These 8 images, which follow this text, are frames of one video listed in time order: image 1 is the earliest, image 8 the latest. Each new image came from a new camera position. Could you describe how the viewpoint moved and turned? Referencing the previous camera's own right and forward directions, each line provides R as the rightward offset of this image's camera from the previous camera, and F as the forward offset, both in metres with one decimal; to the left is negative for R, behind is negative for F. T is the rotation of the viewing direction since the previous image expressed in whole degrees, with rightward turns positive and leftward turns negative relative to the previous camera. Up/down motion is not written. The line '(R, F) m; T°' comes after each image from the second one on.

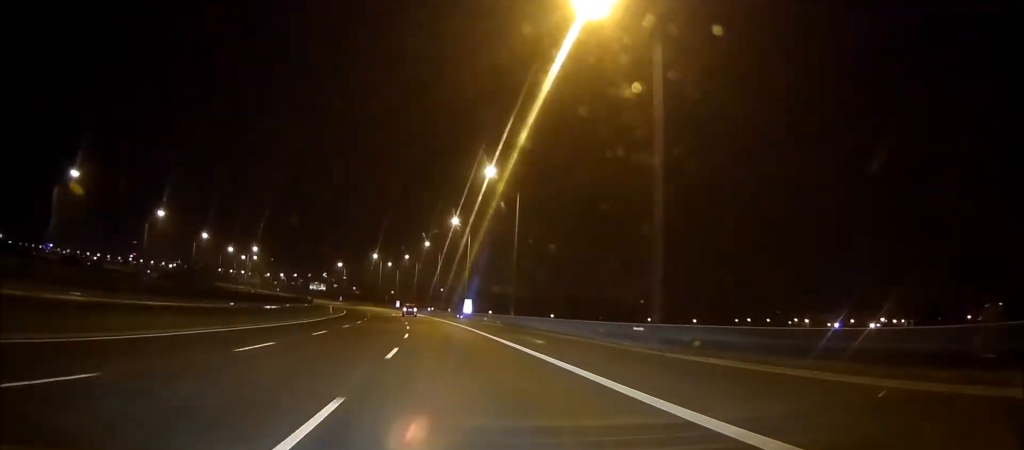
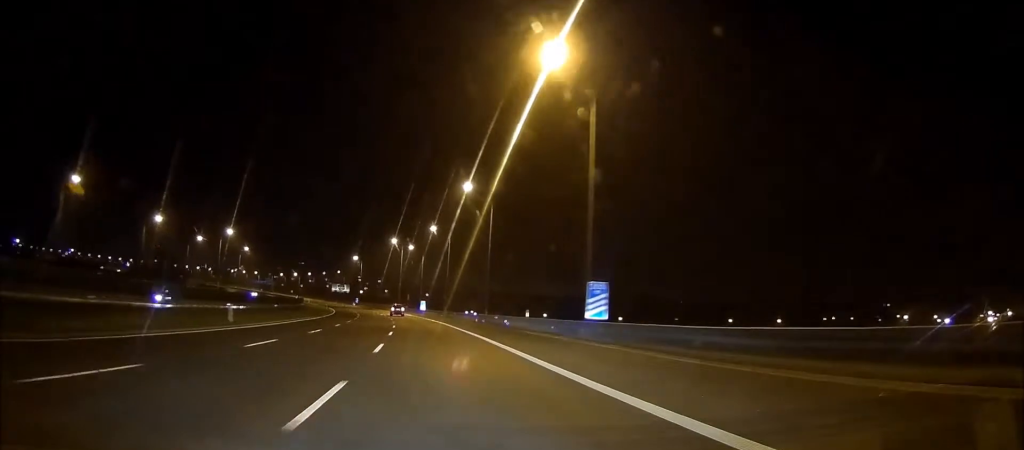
(-2.3, +58.2) m; -5°
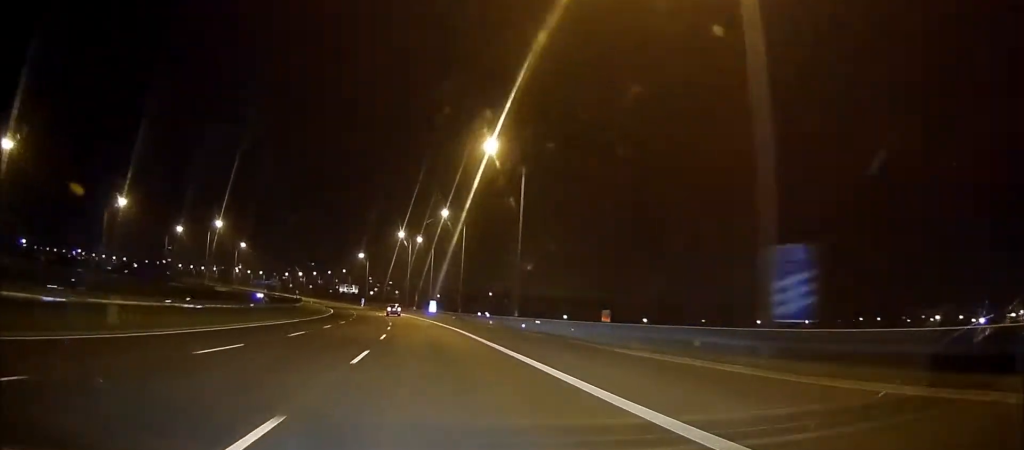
(+0.1, +16.0) m; -1°
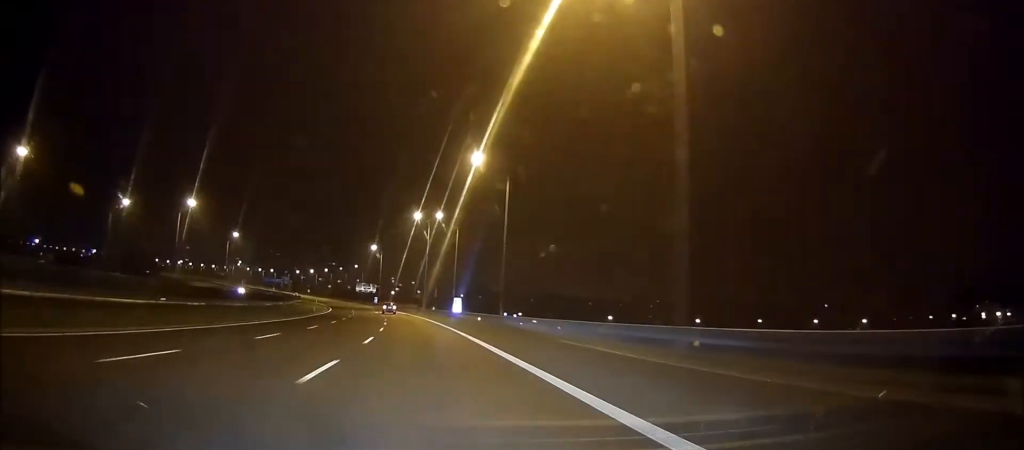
(-0.9, +27.4) m; -2°
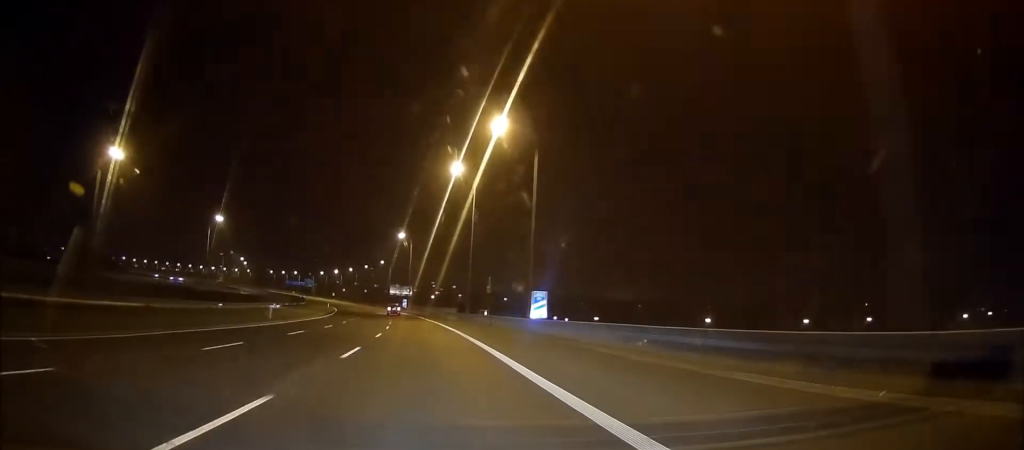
(-0.3, +42.3) m; -2°
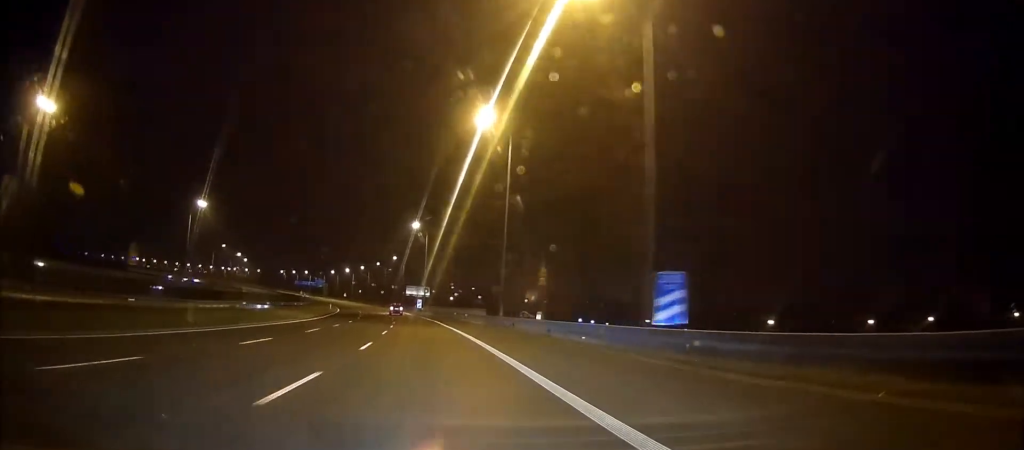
(-0.4, +20.5) m; -2°
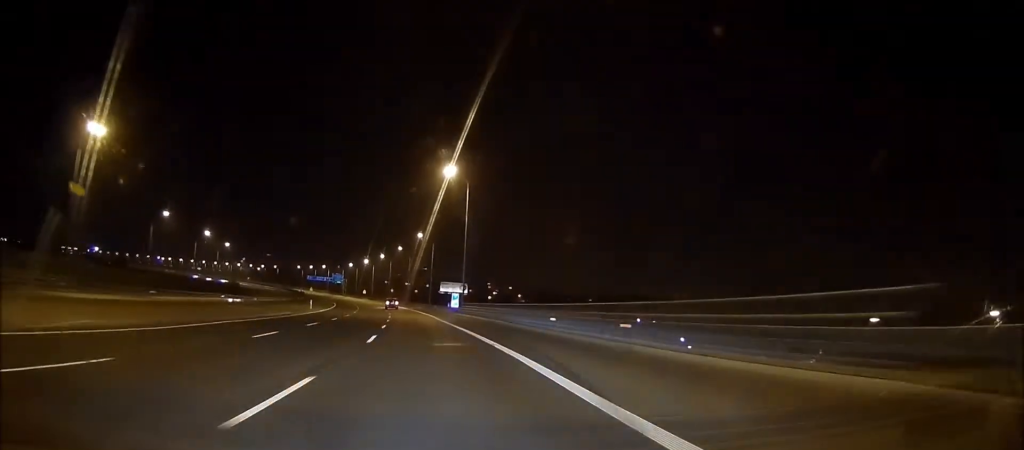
(-1.5, +49.8) m; -4°
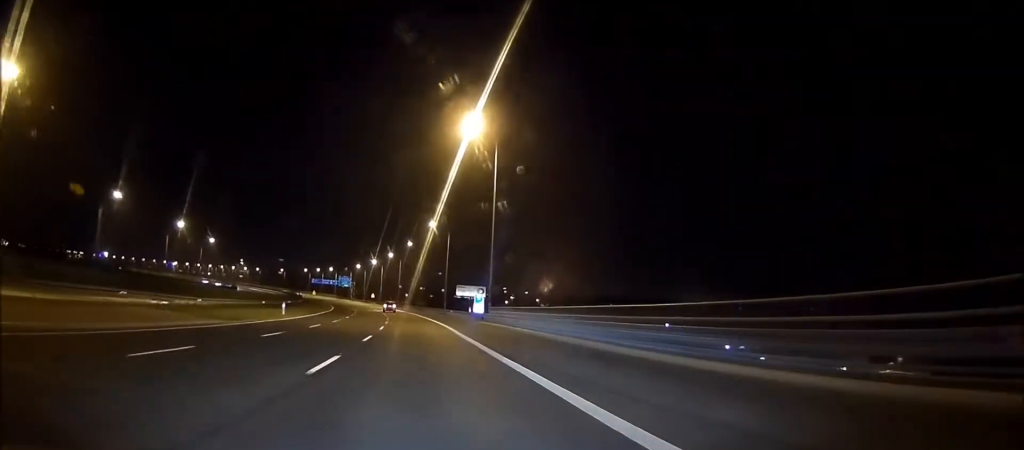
(-0.4, +21.3) m; -2°
